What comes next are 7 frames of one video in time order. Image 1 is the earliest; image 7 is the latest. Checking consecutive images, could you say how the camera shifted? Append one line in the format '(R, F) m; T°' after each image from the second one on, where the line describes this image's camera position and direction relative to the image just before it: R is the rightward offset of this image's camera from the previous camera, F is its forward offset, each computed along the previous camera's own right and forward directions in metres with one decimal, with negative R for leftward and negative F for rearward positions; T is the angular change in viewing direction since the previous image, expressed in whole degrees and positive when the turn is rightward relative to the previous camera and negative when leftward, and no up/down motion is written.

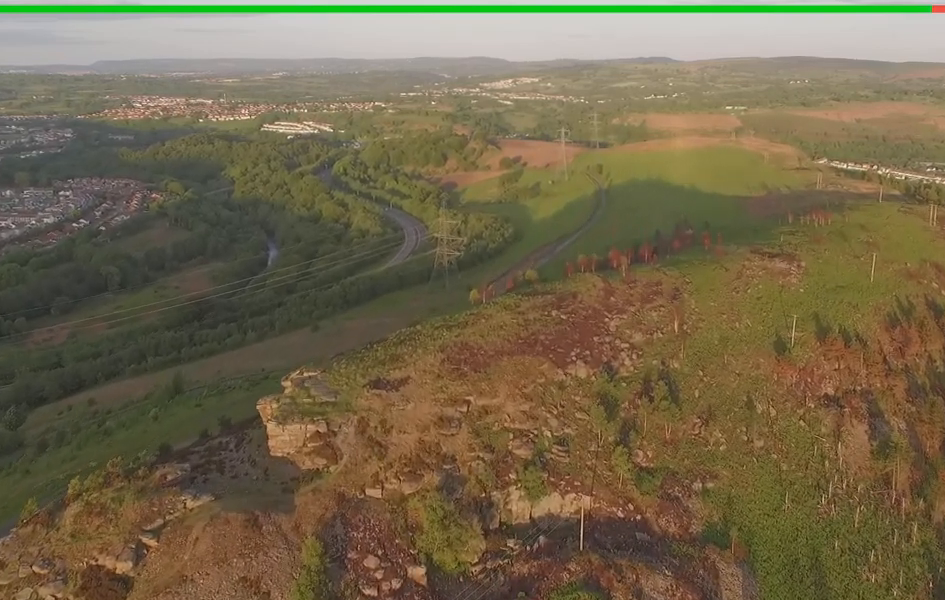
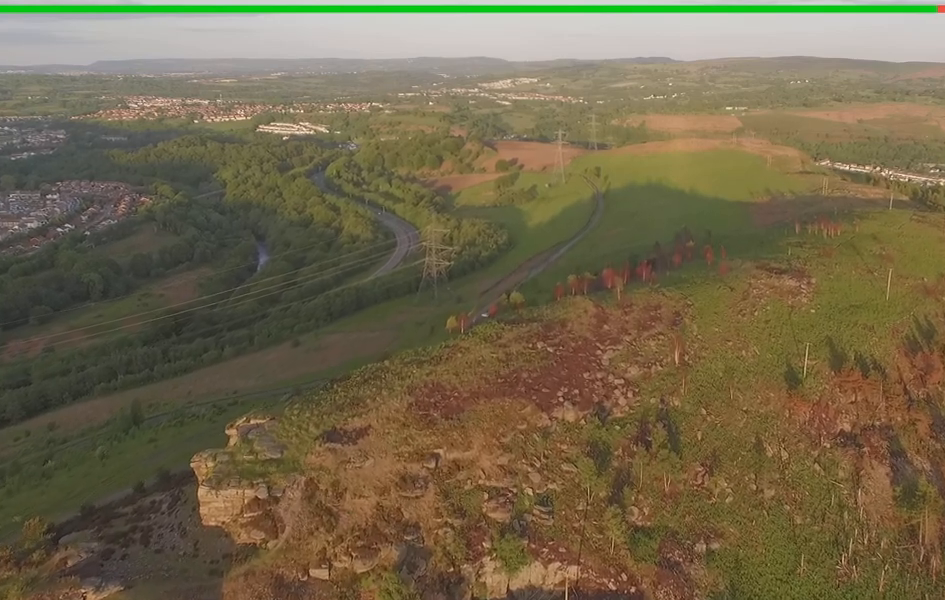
(0.0, +22.5) m; 0°
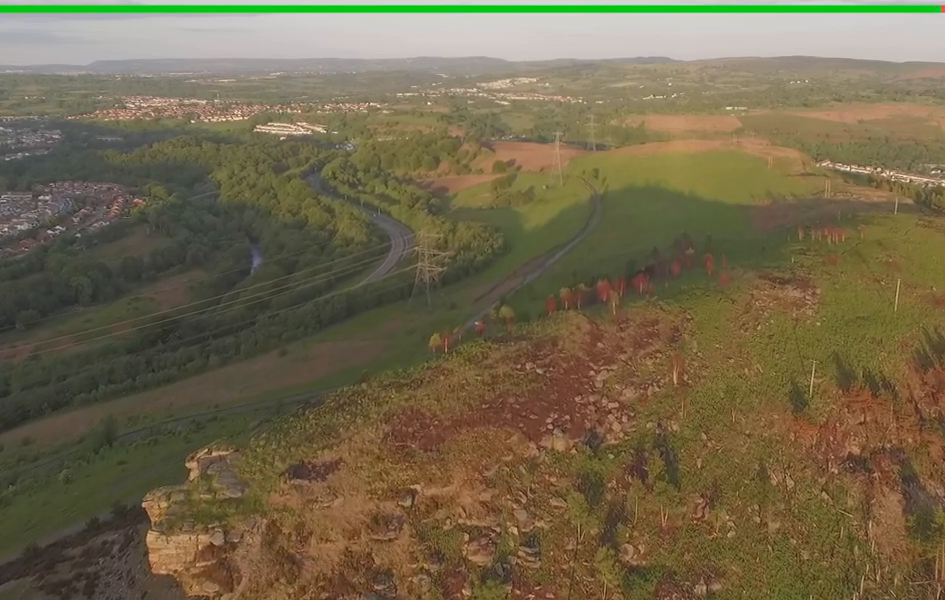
(0.0, +10.5) m; 0°
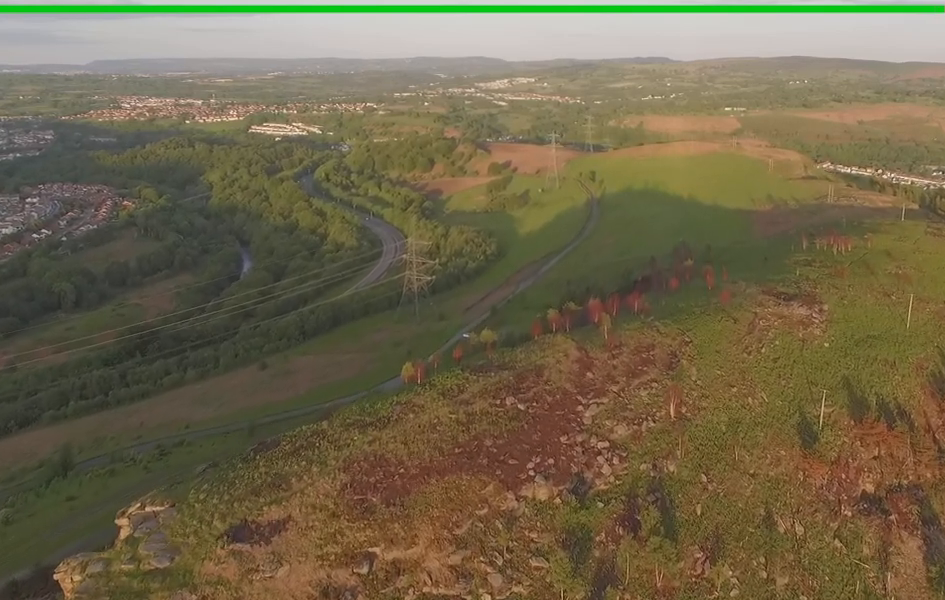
(-0.1, +17.0) m; -1°
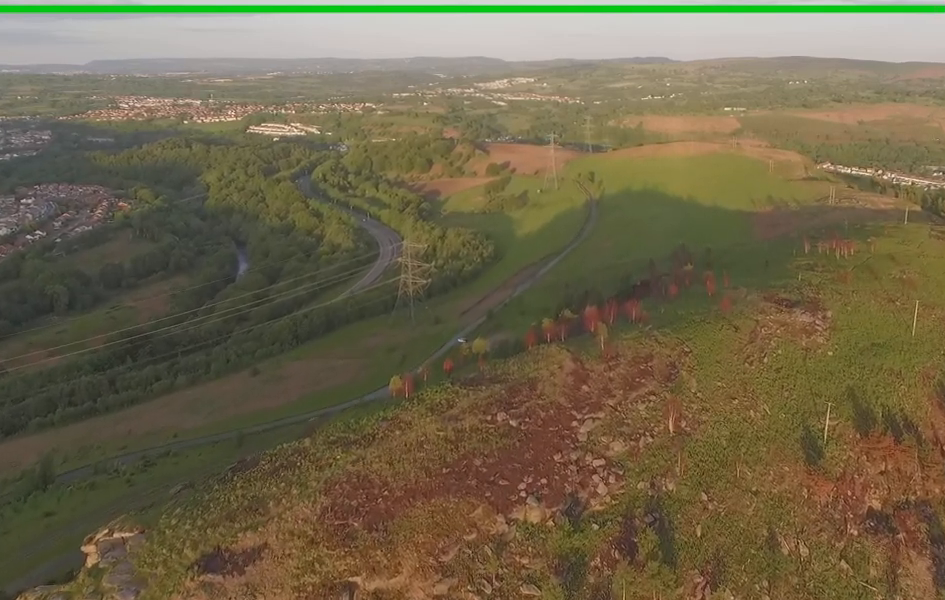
(0.0, +6.6) m; 0°
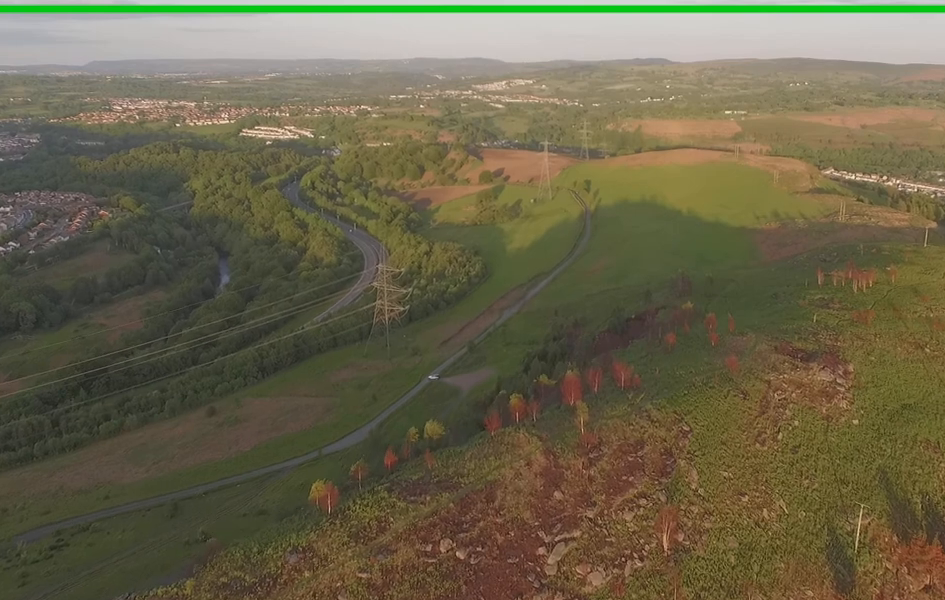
(+0.3, +31.6) m; +1°
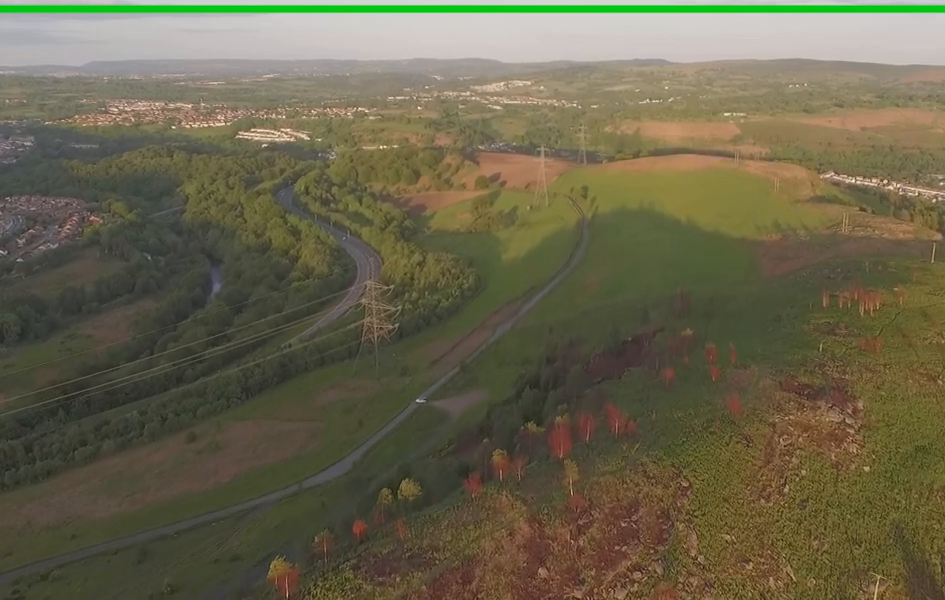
(+0.1, +13.8) m; 0°
